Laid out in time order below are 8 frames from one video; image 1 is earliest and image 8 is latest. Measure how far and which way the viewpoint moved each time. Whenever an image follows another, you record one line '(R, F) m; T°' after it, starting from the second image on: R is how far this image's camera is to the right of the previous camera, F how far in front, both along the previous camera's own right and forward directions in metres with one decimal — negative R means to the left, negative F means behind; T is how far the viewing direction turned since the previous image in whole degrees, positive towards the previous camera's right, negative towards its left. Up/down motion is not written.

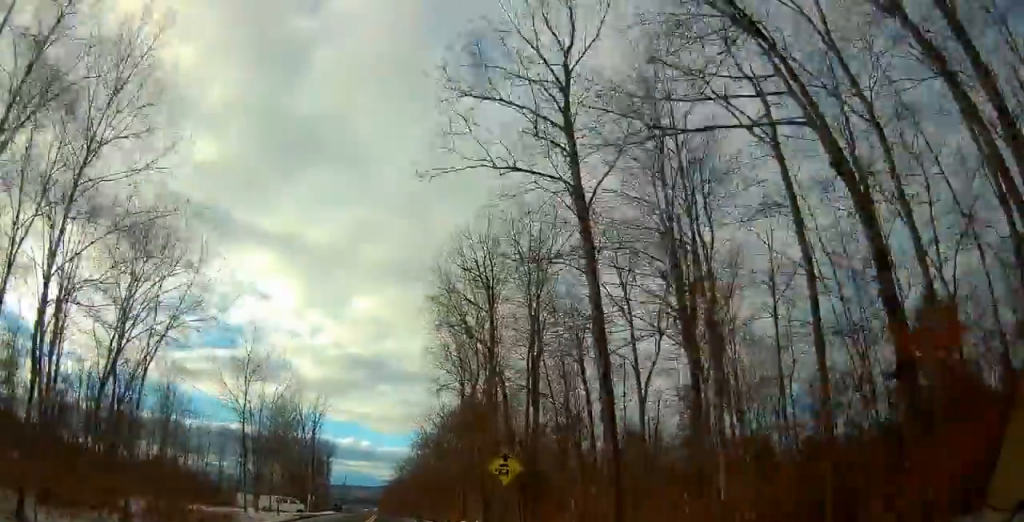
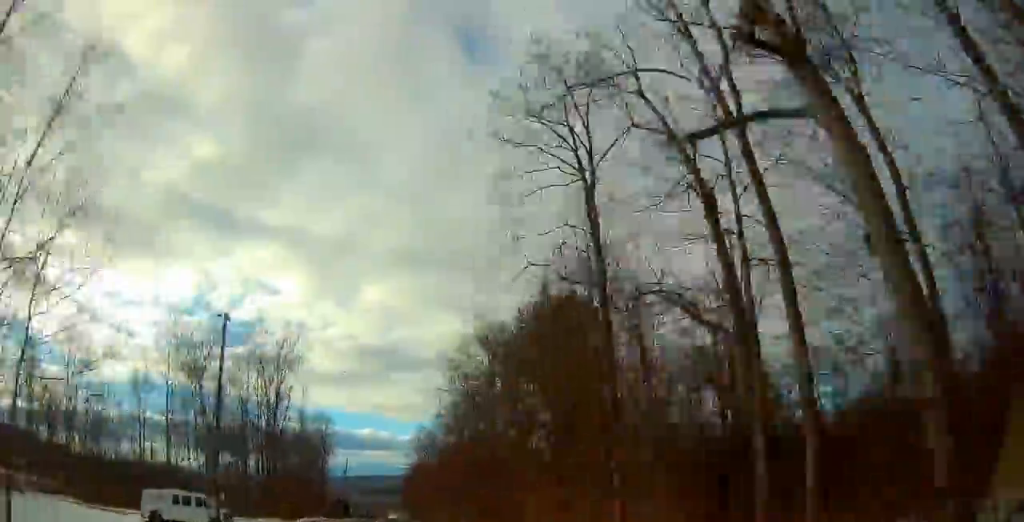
(-1.5, +36.4) m; -3°
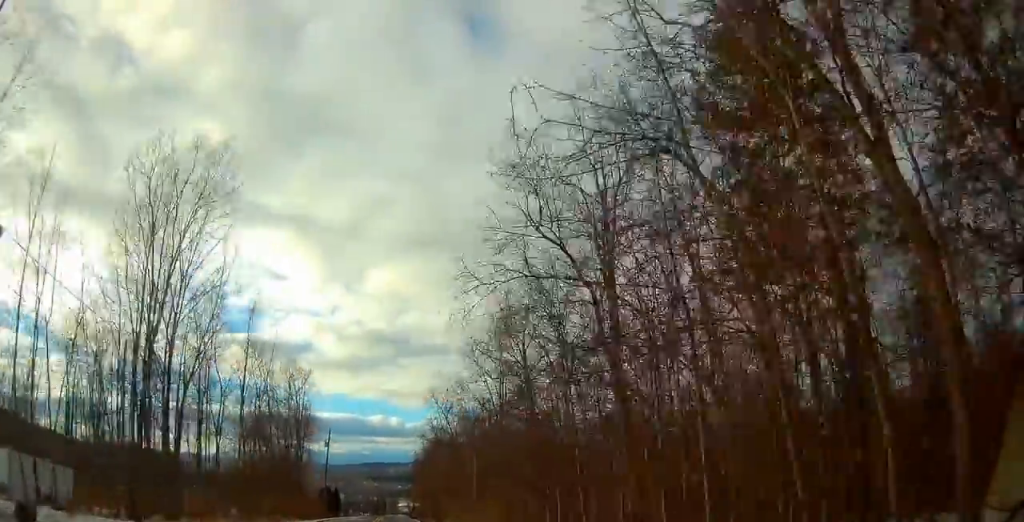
(-0.3, +30.4) m; -1°
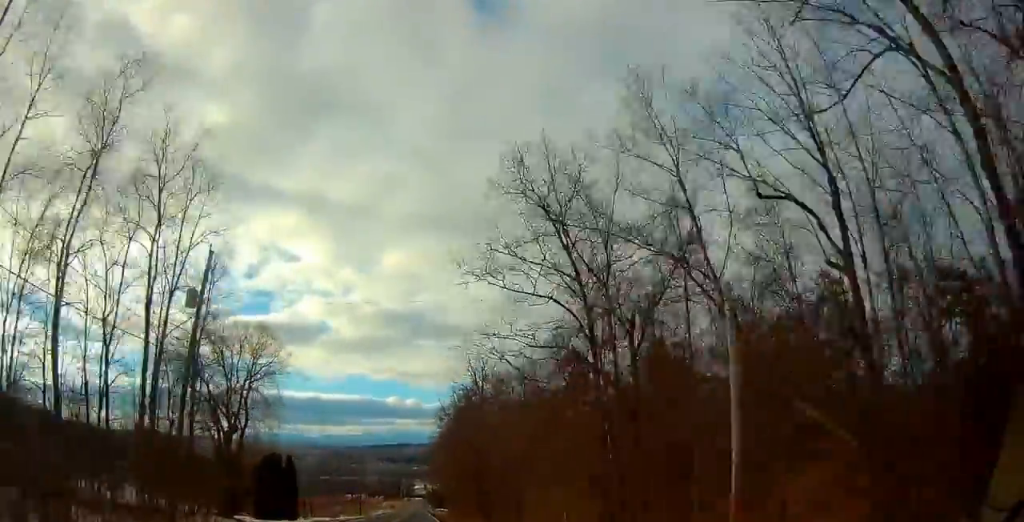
(-1.1, +44.5) m; -2°
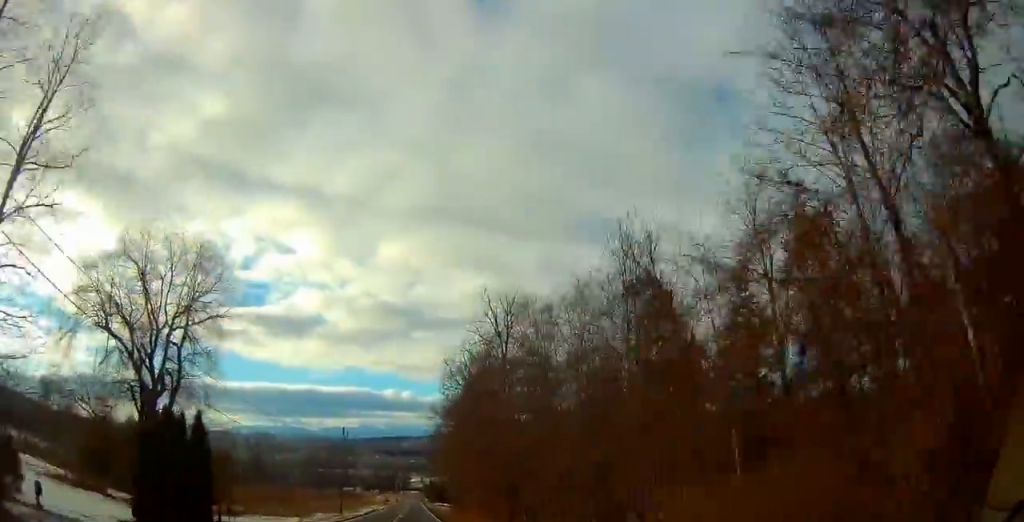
(0.0, +19.6) m; 0°
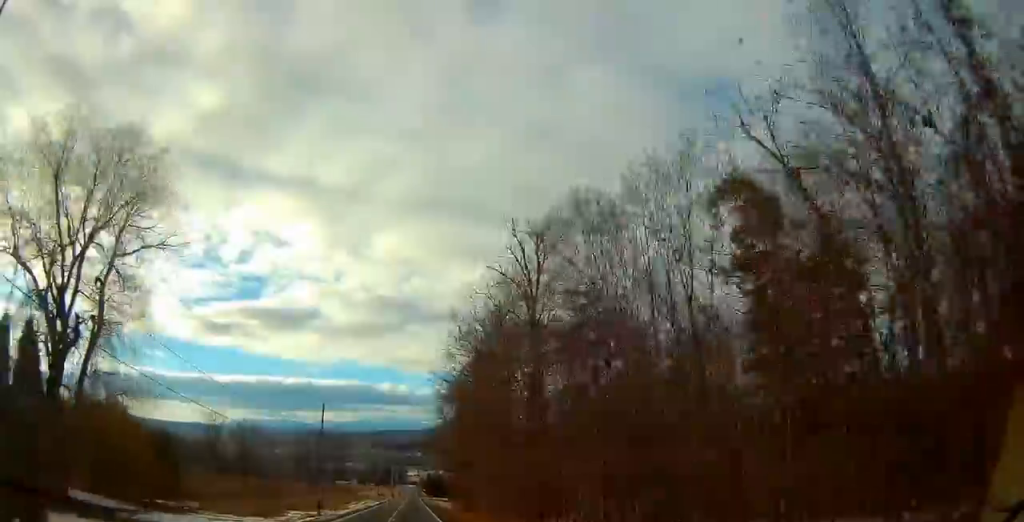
(0.0, +13.3) m; 0°
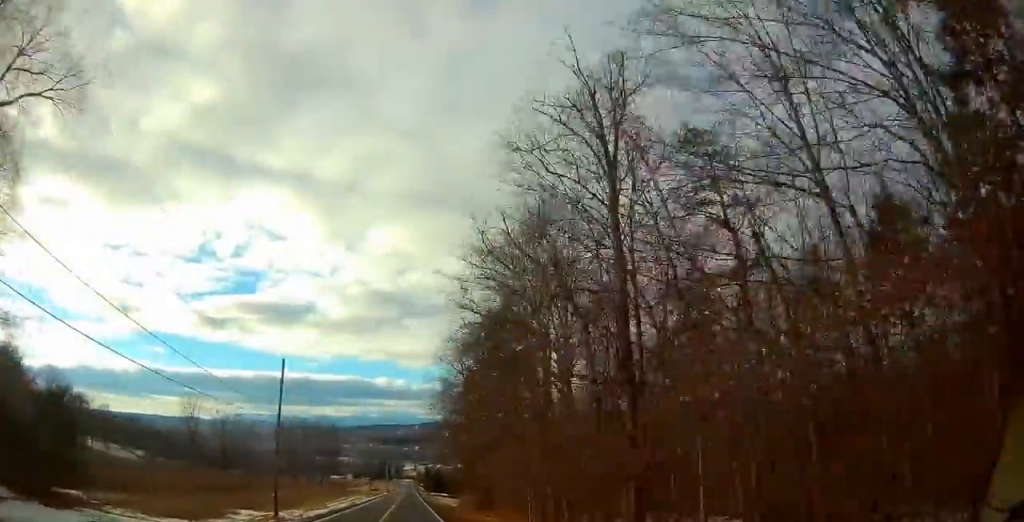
(0.0, +15.8) m; 0°
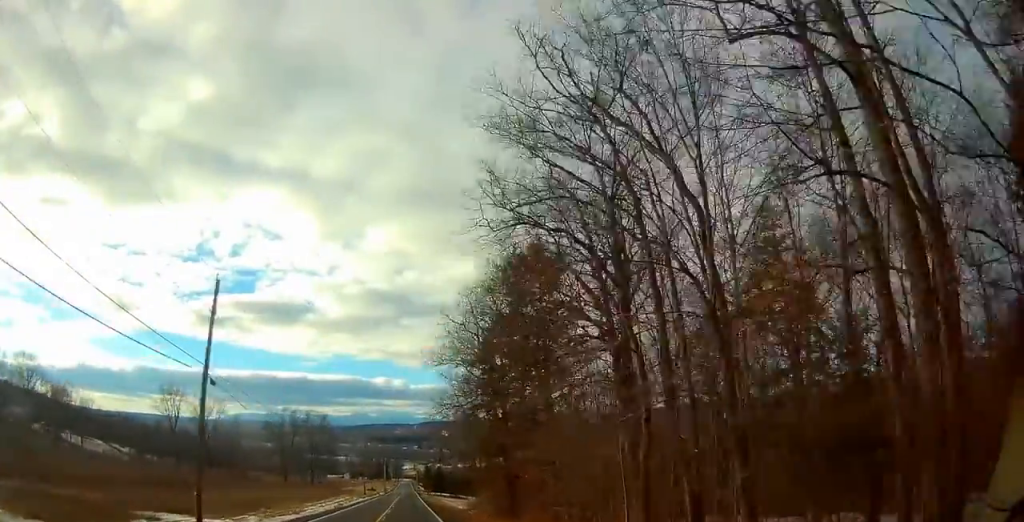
(0.0, +13.5) m; 0°
